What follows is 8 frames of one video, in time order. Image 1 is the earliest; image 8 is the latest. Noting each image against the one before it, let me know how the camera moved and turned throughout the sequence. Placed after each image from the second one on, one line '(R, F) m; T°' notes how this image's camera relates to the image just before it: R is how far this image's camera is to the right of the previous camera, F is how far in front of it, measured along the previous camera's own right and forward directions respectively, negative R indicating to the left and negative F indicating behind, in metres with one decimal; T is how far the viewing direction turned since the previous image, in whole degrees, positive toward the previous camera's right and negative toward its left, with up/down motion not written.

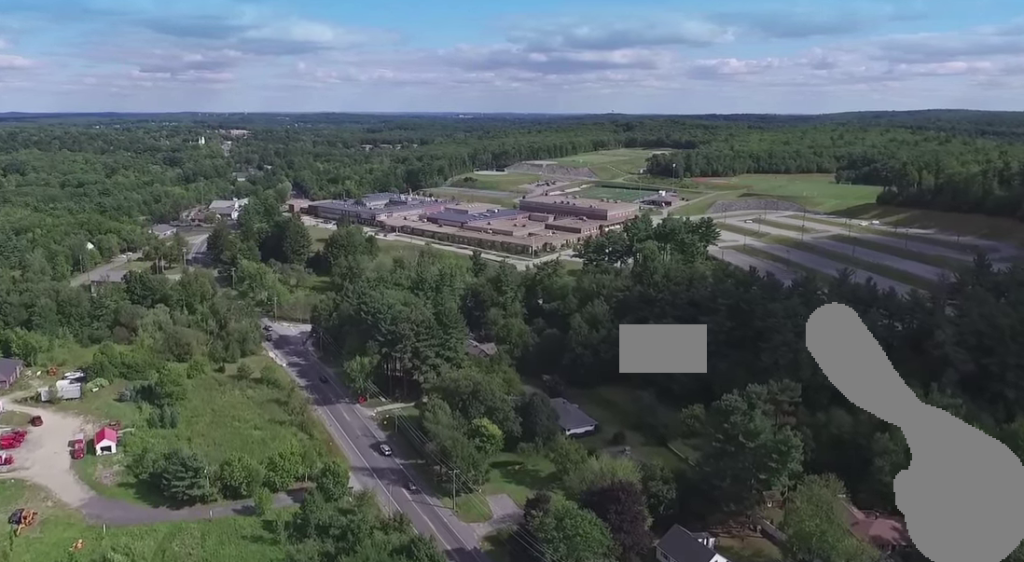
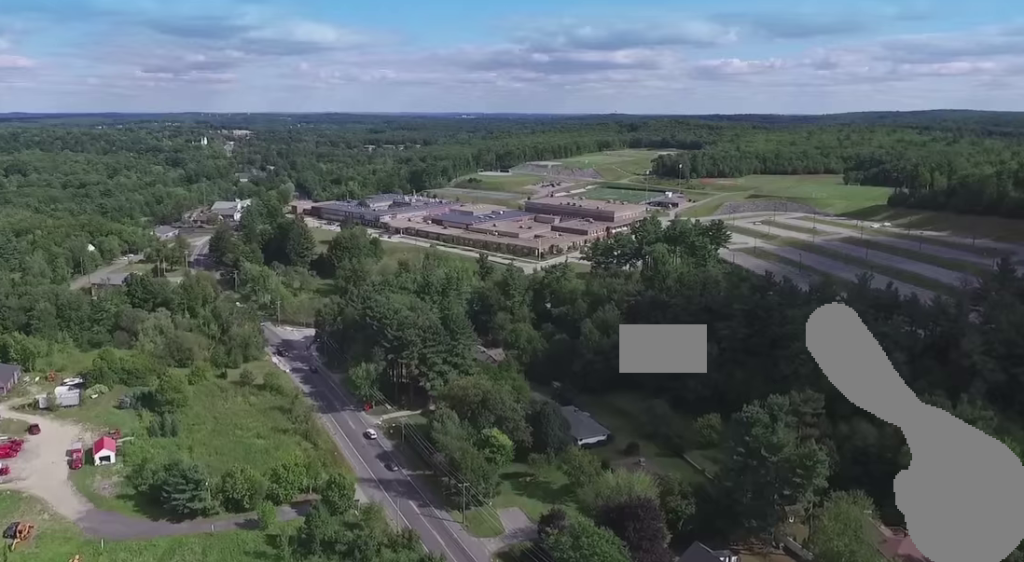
(0.0, +5.4) m; +1°
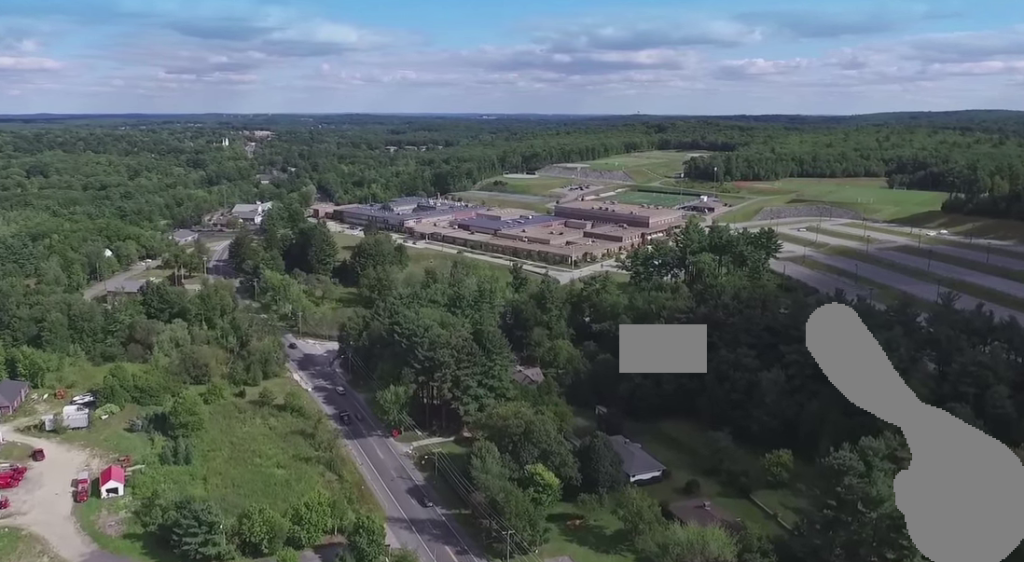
(+0.4, +17.6) m; +2°
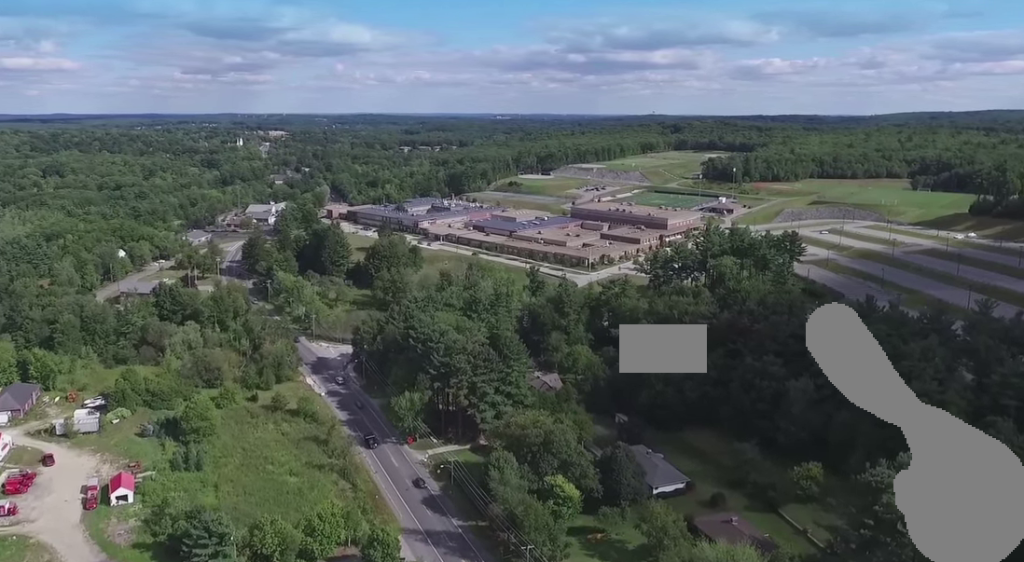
(0.0, +4.6) m; 0°
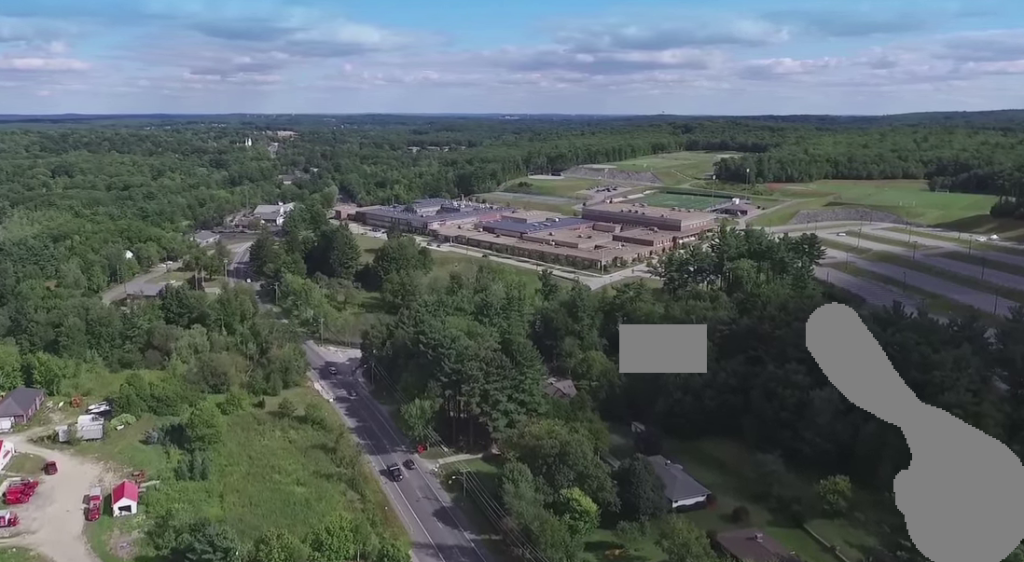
(0.0, +5.2) m; 0°
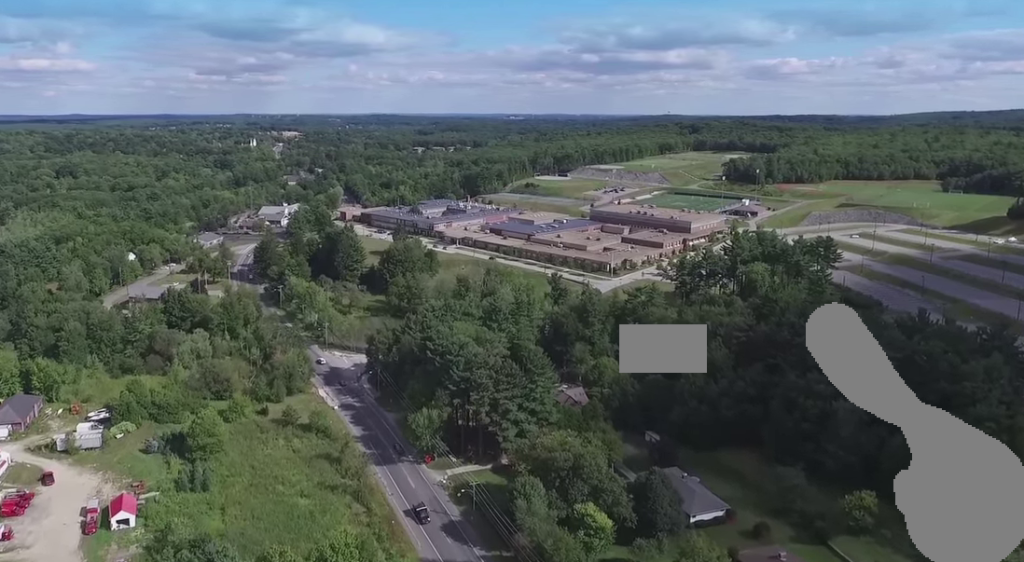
(0.0, +5.6) m; 0°
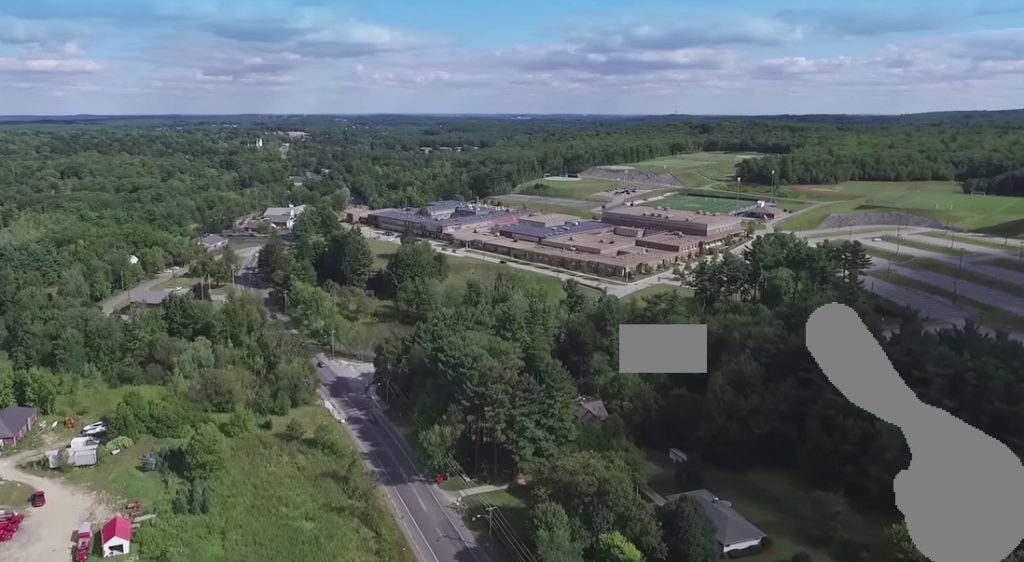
(0.0, +11.1) m; 0°
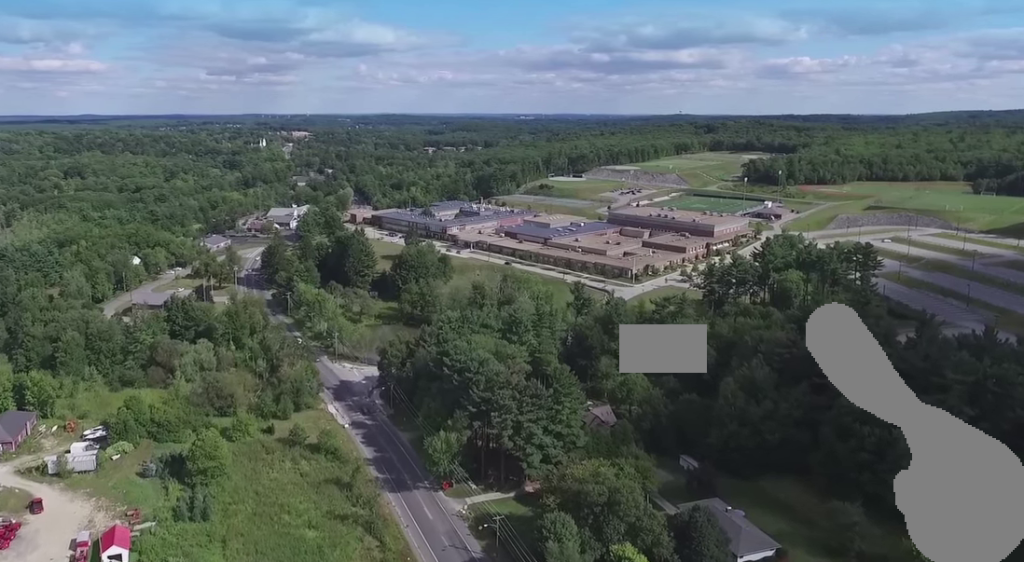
(0.0, +3.5) m; 0°
